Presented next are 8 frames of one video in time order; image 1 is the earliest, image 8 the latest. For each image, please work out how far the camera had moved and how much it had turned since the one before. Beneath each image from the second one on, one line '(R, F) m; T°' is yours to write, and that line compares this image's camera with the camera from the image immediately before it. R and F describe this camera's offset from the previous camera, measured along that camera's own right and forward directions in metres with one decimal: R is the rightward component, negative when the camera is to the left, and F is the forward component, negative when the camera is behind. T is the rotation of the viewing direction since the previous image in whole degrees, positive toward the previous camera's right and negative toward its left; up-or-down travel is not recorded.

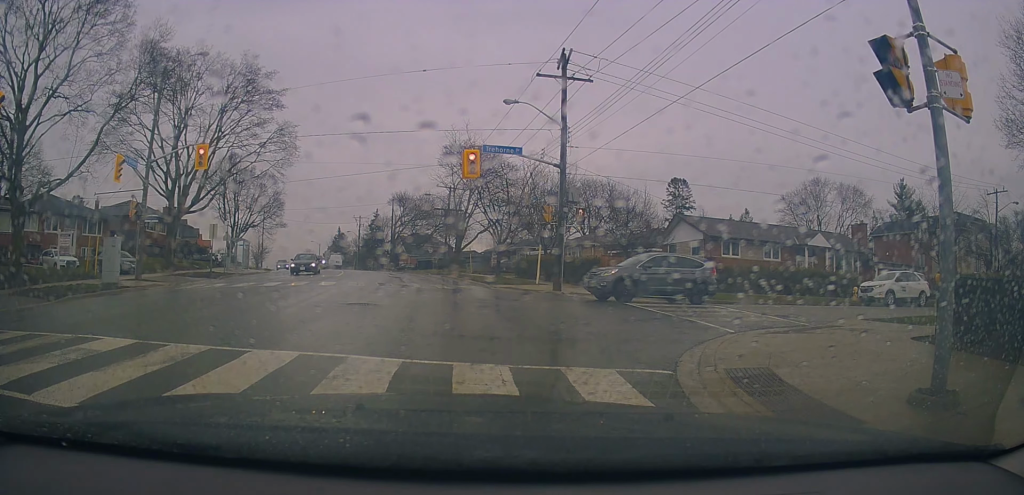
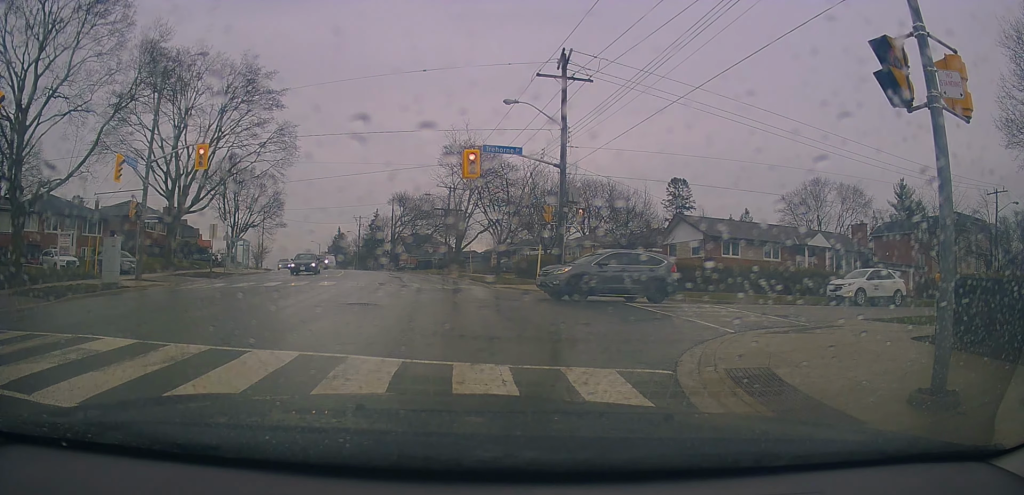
(0.0, 0.0) m; 0°
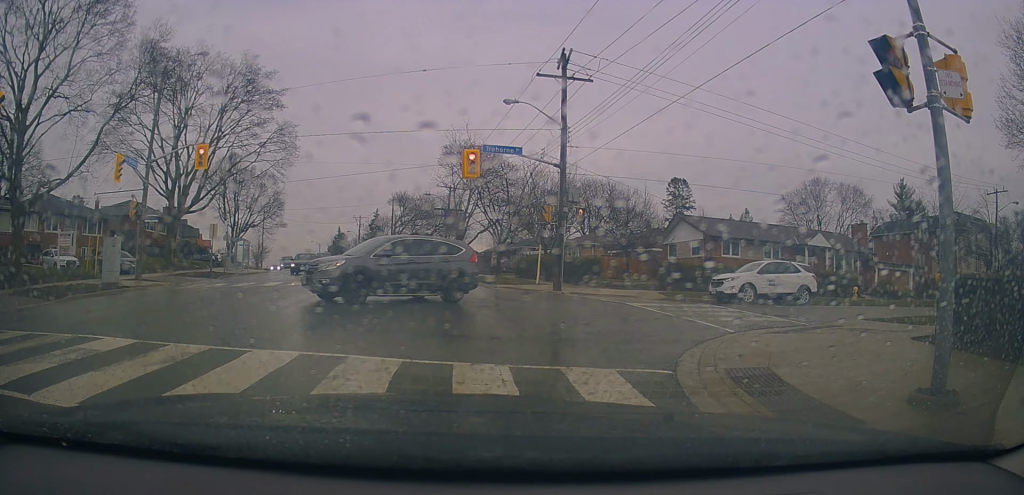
(0.0, 0.0) m; 0°
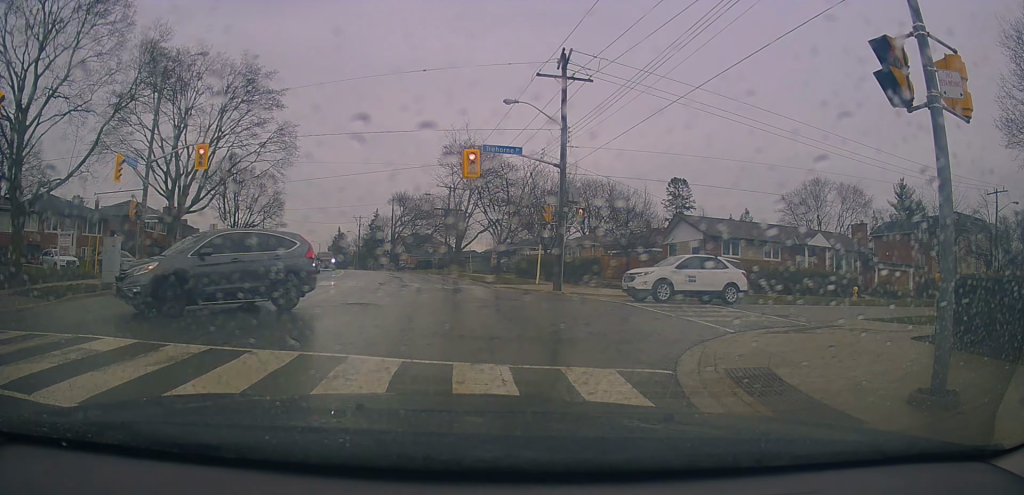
(0.0, 0.0) m; 0°
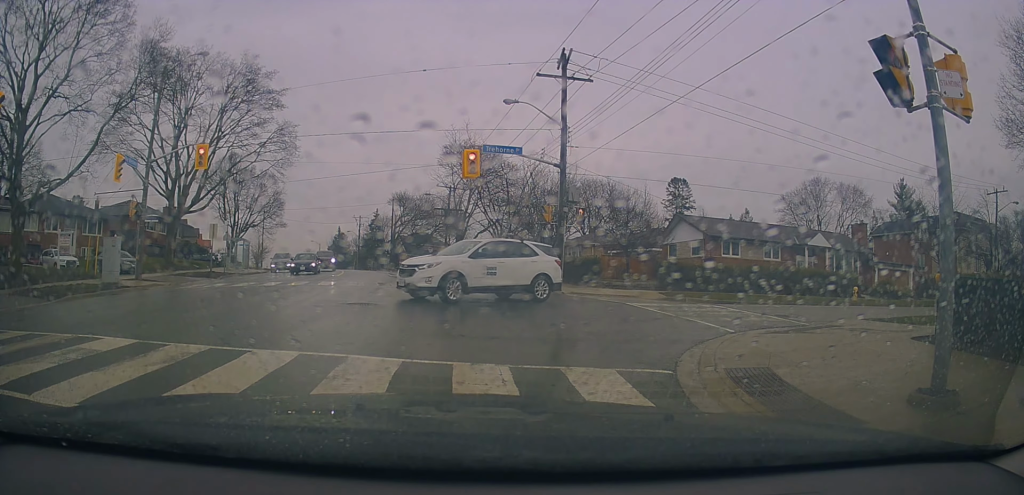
(0.0, 0.0) m; 0°
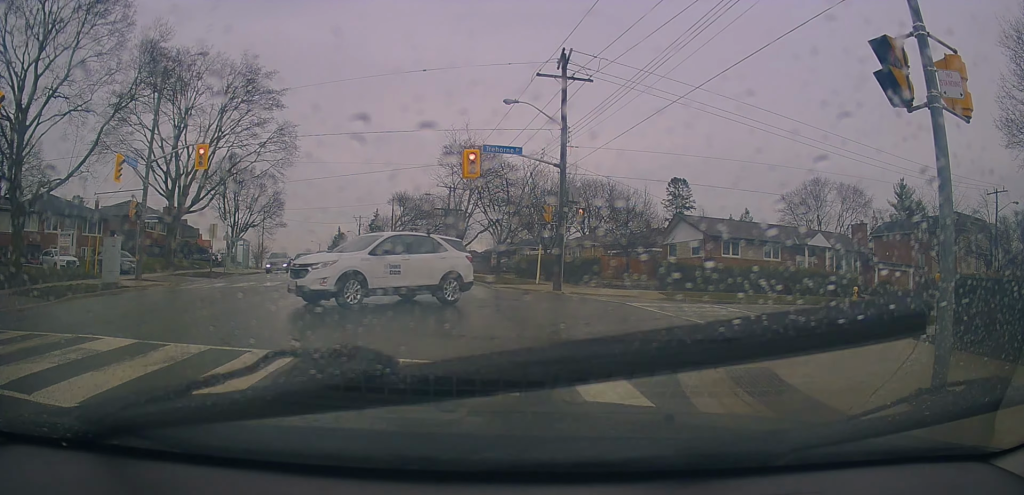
(0.0, 0.0) m; 0°
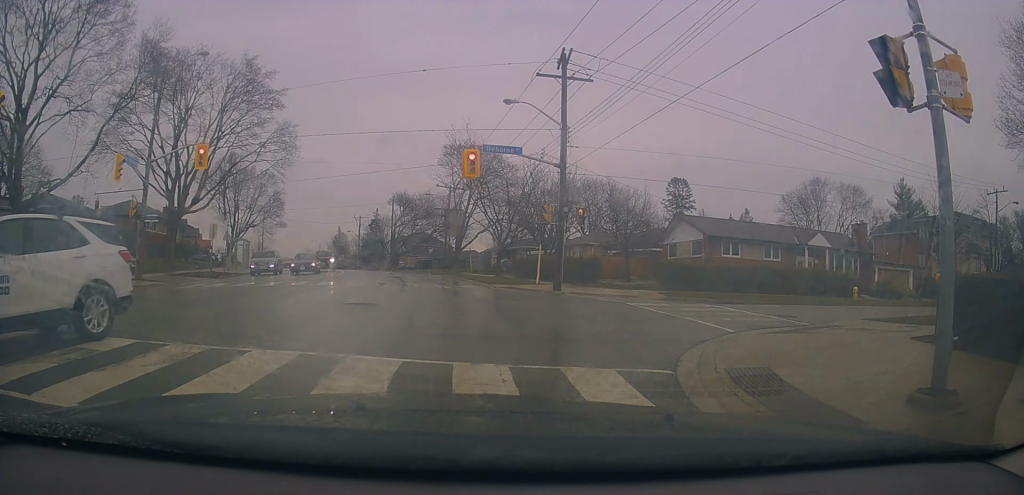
(0.0, 0.0) m; 0°
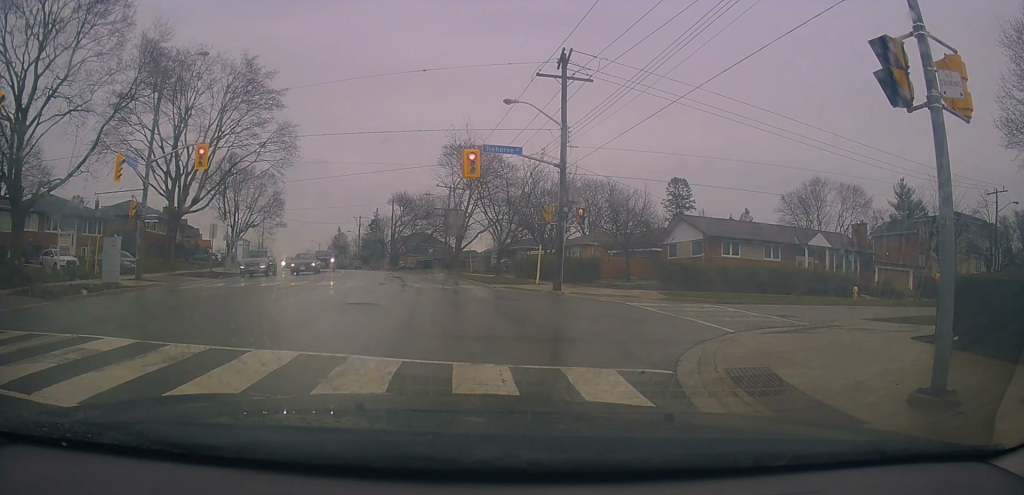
(0.0, 0.0) m; 0°
